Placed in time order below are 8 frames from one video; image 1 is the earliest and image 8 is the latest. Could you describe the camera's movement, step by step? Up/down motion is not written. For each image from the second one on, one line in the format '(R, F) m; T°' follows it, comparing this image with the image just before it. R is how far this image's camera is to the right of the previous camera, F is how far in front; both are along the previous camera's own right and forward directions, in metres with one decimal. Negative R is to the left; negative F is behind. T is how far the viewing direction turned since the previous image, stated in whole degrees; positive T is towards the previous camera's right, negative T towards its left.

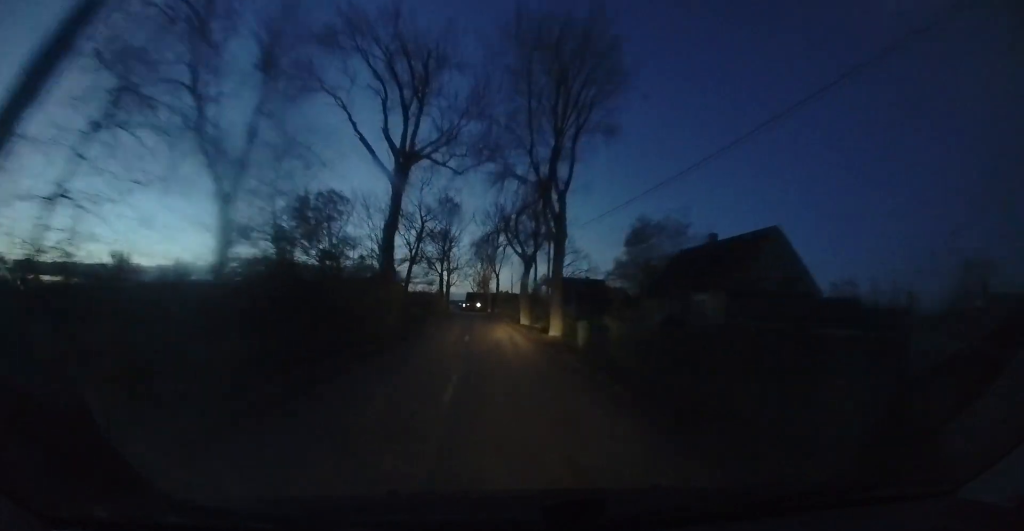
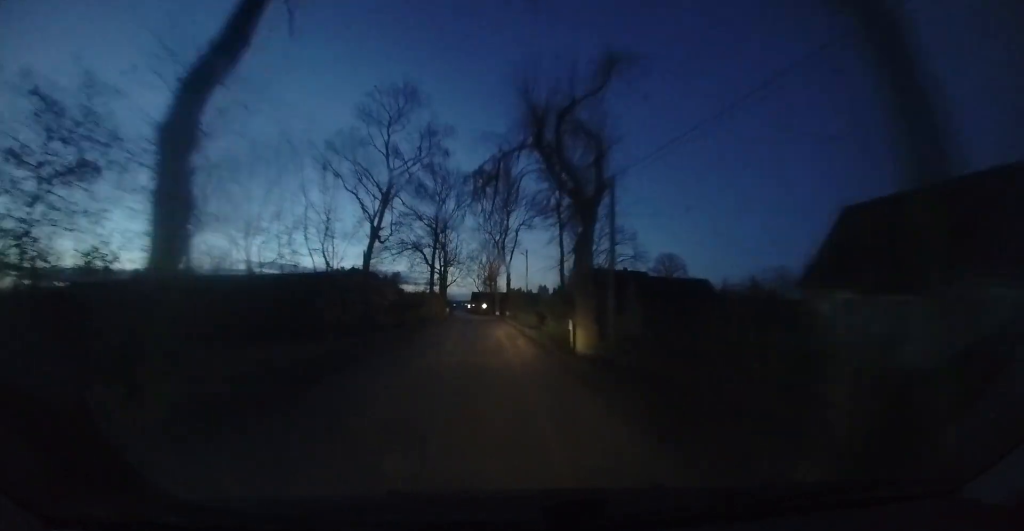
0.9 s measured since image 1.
(-0.1, +13.1) m; -1°
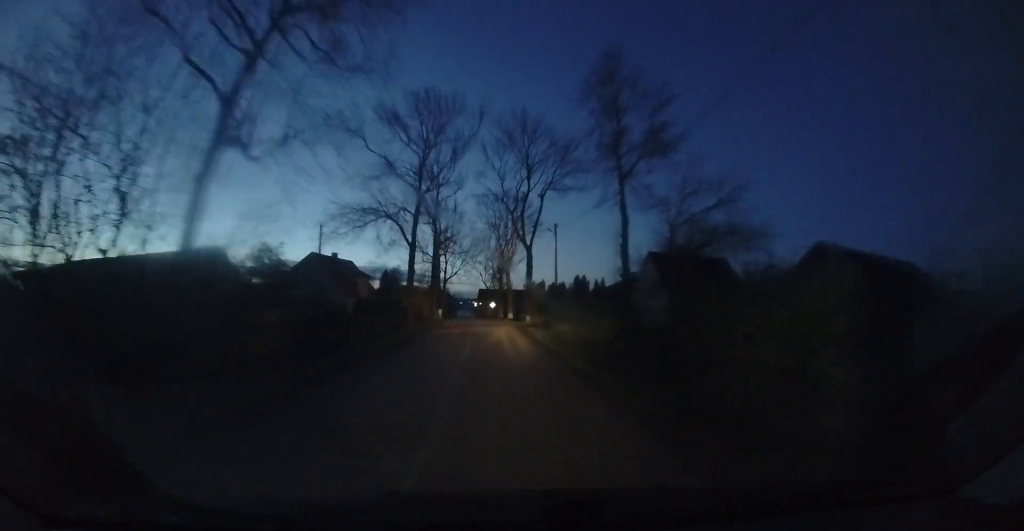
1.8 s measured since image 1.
(-0.1, +13.7) m; -2°
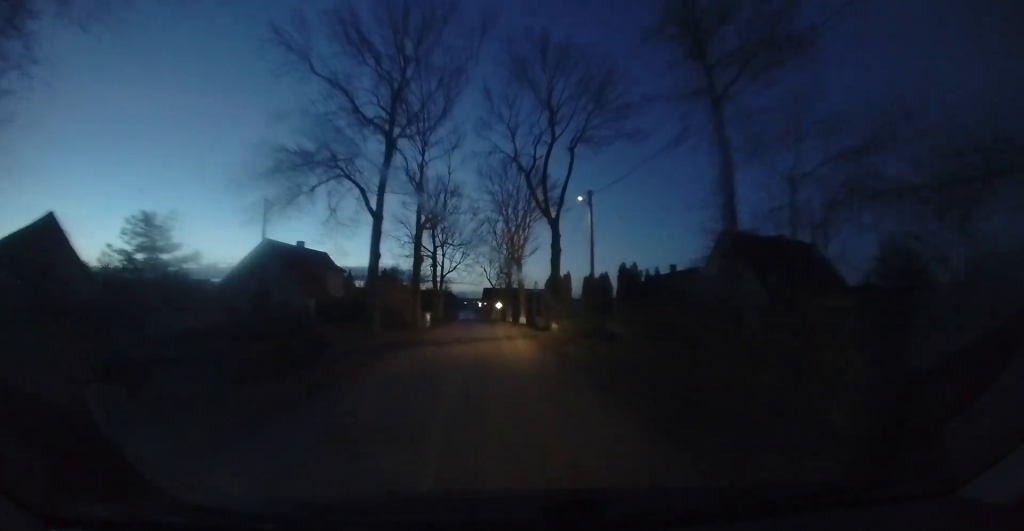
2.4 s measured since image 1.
(0.0, +8.8) m; -1°
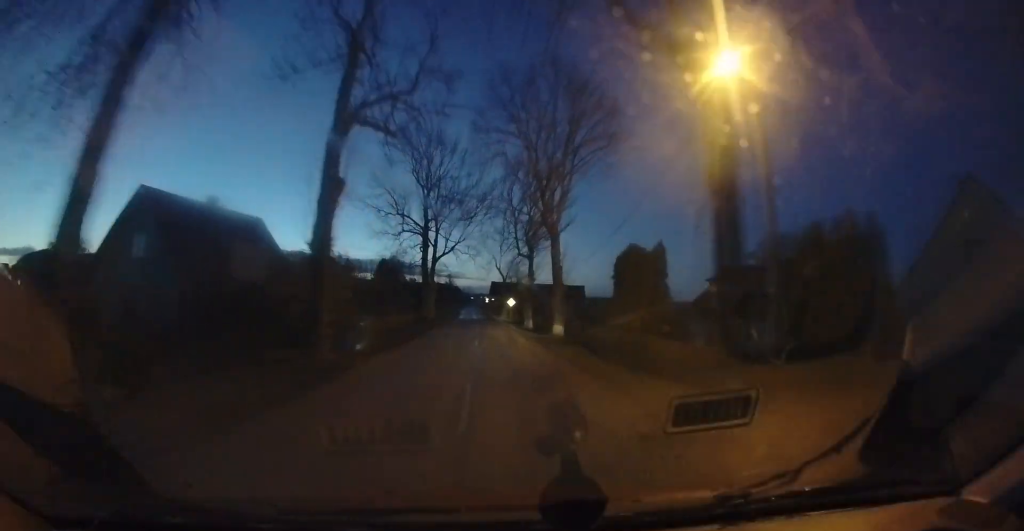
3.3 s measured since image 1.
(-0.3, +13.0) m; -3°
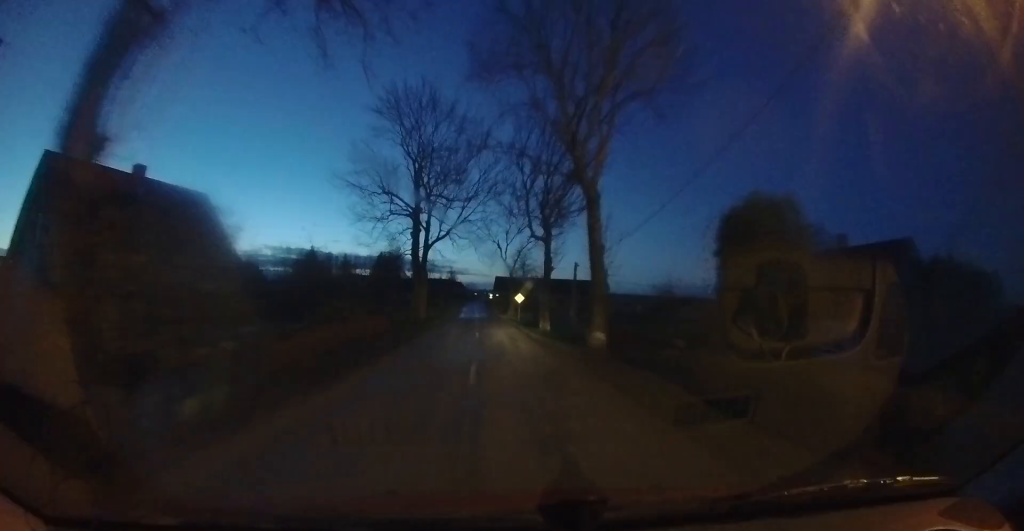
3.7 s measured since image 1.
(-0.1, +6.1) m; 0°
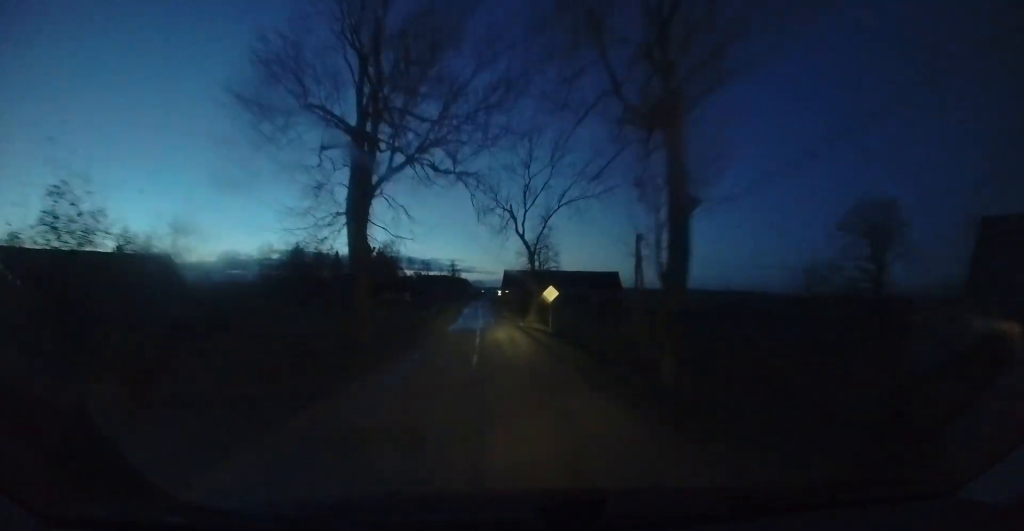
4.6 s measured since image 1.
(-0.2, +14.4) m; 0°
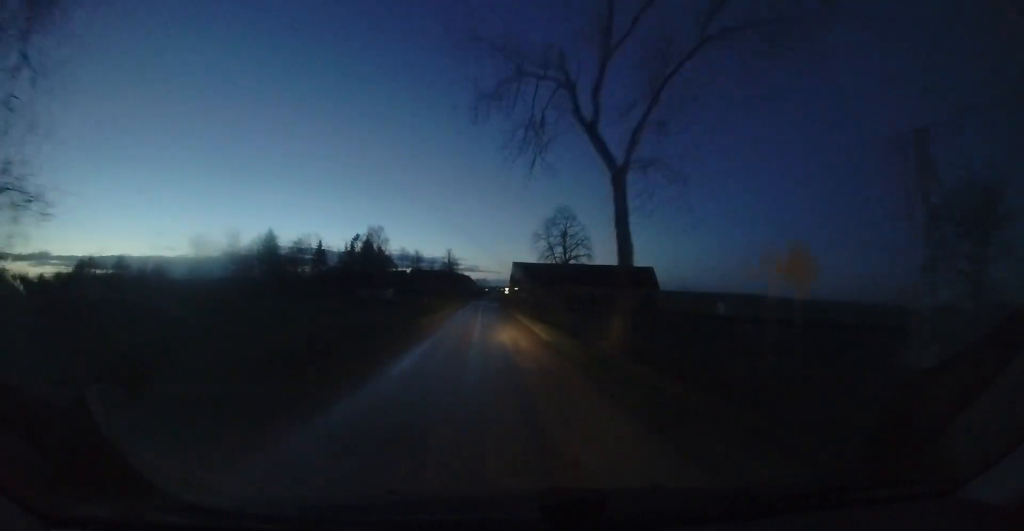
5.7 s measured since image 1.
(+0.2, +17.3) m; 0°
